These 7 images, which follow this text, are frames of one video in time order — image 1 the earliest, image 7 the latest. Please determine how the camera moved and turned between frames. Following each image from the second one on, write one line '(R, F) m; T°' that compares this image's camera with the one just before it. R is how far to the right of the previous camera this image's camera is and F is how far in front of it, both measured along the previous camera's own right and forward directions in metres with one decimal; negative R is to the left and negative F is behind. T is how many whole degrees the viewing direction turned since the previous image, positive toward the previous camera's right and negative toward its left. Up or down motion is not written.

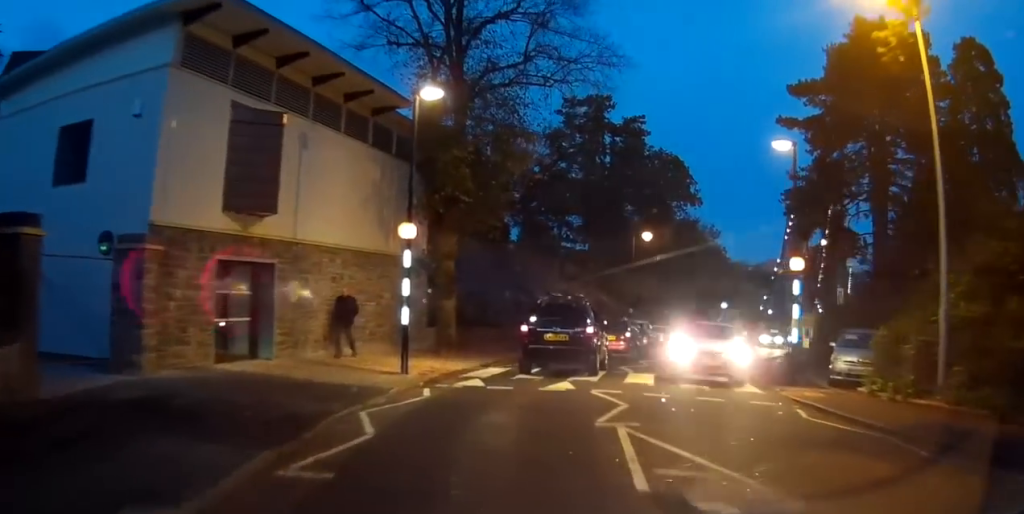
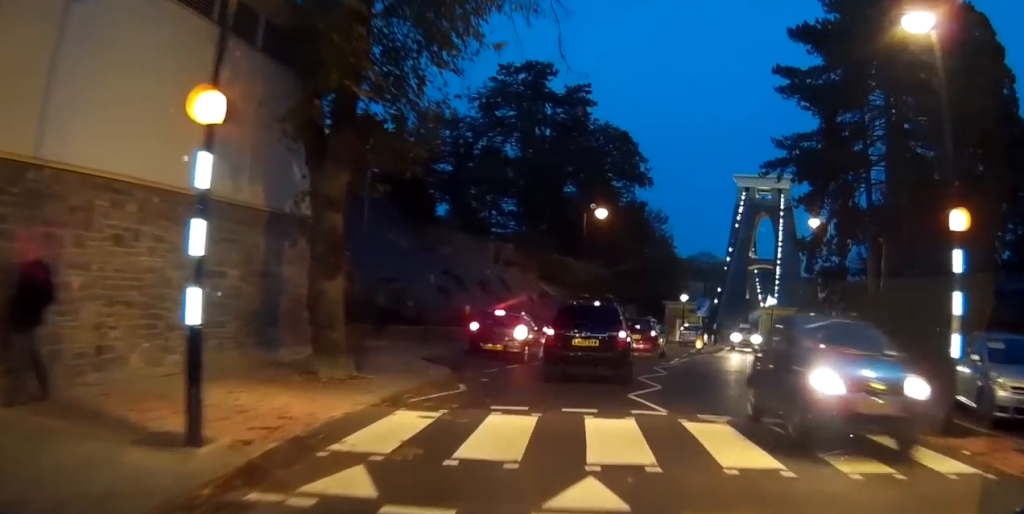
(+0.6, +9.6) m; +6°
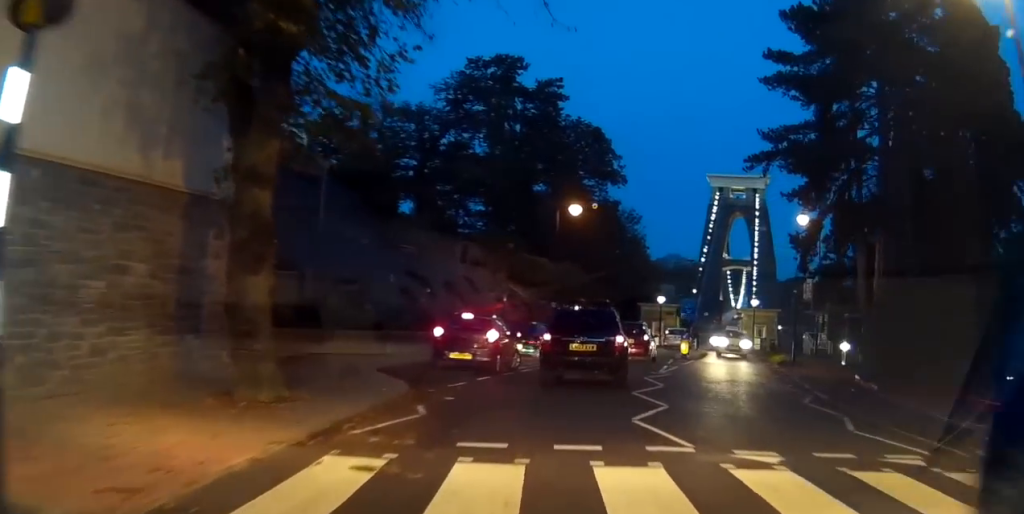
(0.0, +2.8) m; +1°
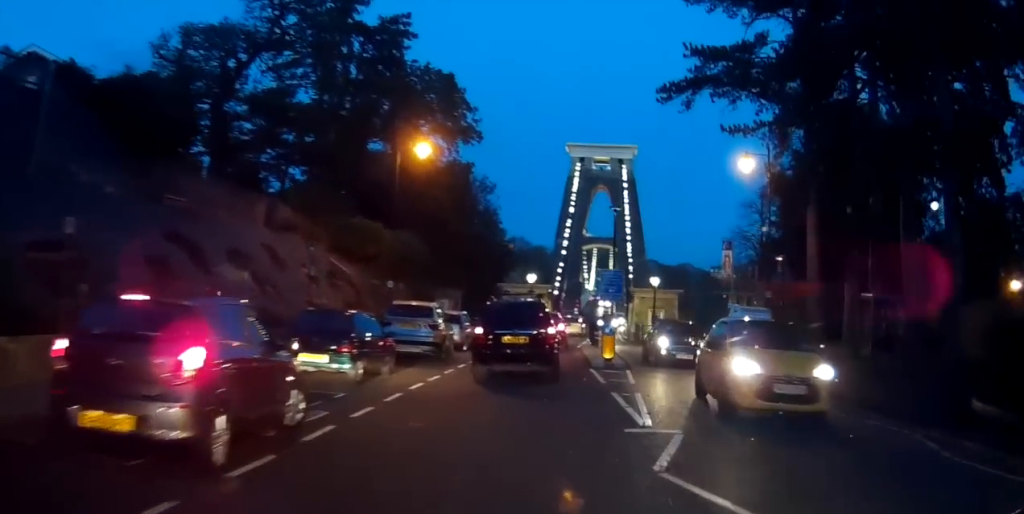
(+0.4, +12.7) m; +7°
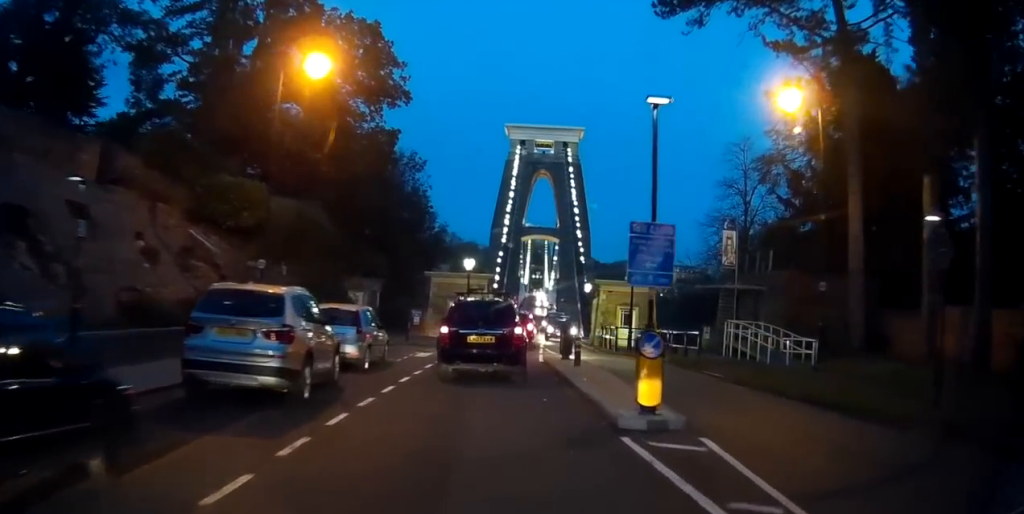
(+1.4, +10.0) m; +16°
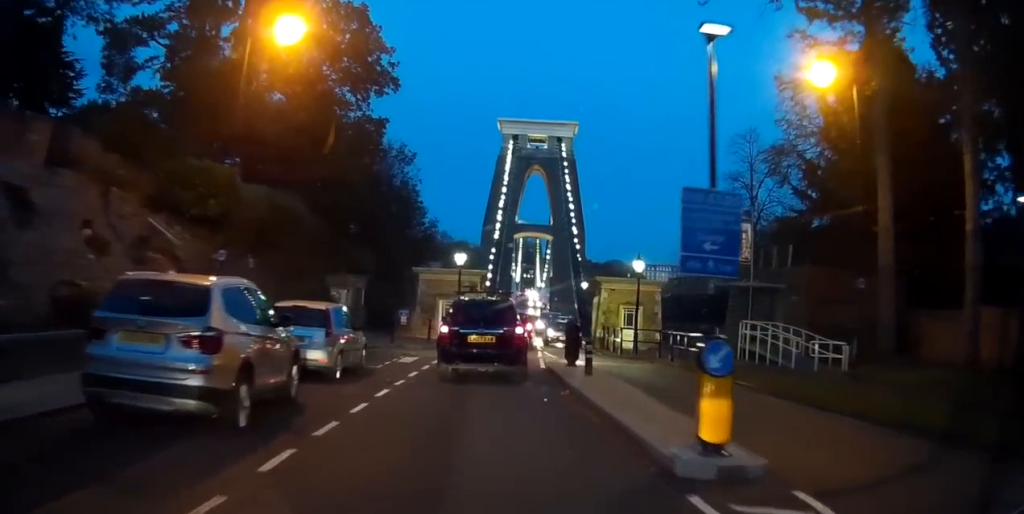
(+0.1, +2.6) m; 0°
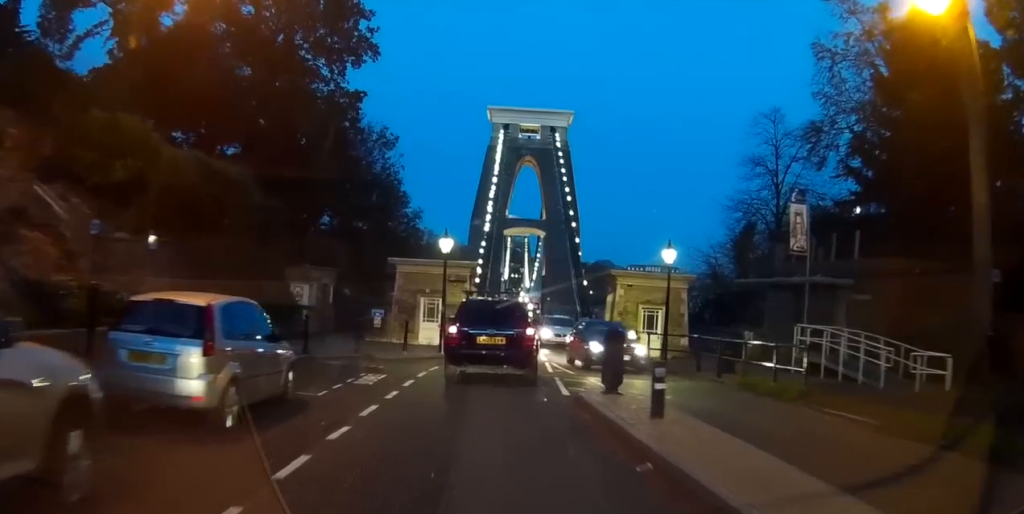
(0.0, +6.2) m; -1°
